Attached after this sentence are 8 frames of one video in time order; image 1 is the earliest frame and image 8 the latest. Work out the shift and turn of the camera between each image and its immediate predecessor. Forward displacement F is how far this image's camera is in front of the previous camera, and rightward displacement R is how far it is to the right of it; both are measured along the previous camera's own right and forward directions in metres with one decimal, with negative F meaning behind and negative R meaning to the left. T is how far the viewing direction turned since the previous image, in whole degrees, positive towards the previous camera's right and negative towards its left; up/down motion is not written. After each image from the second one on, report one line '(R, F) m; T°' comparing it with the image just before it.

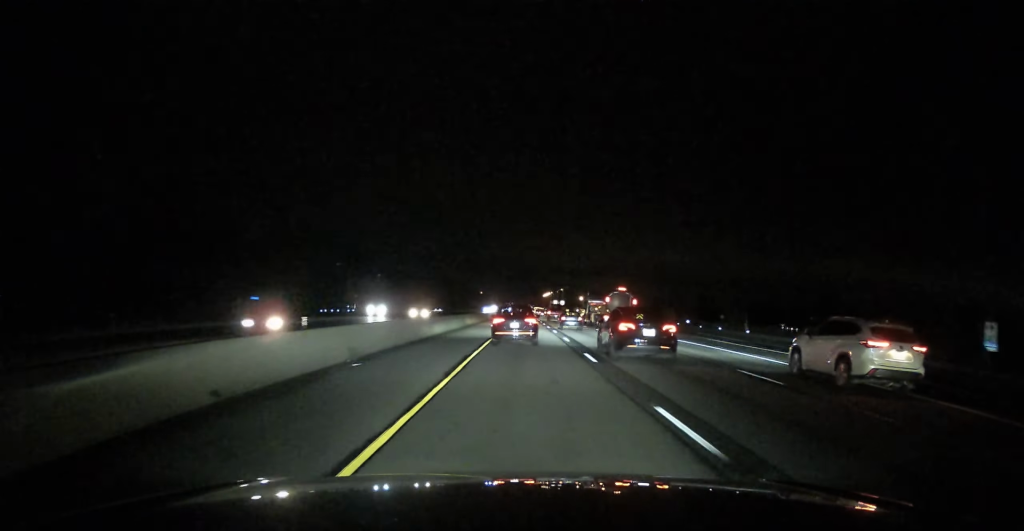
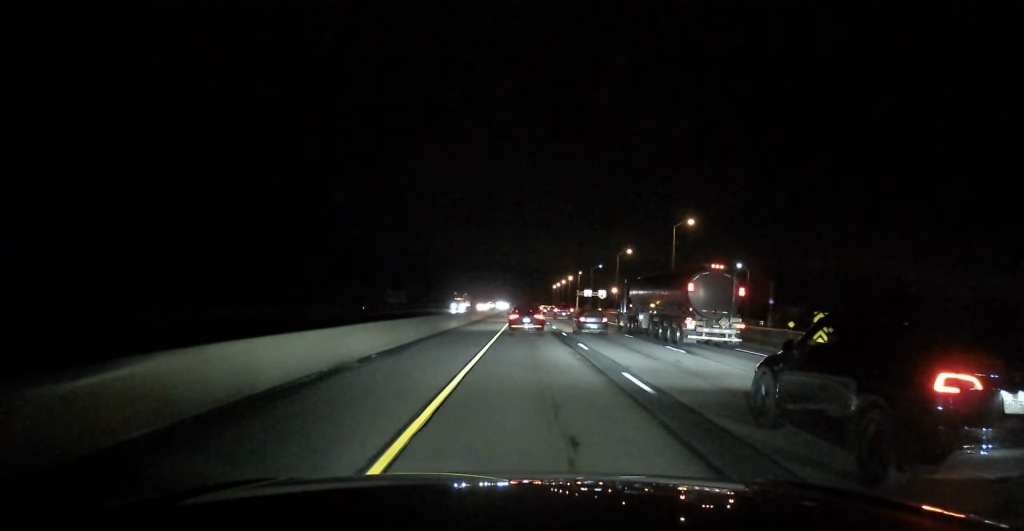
(+1.0, +242.6) m; 0°
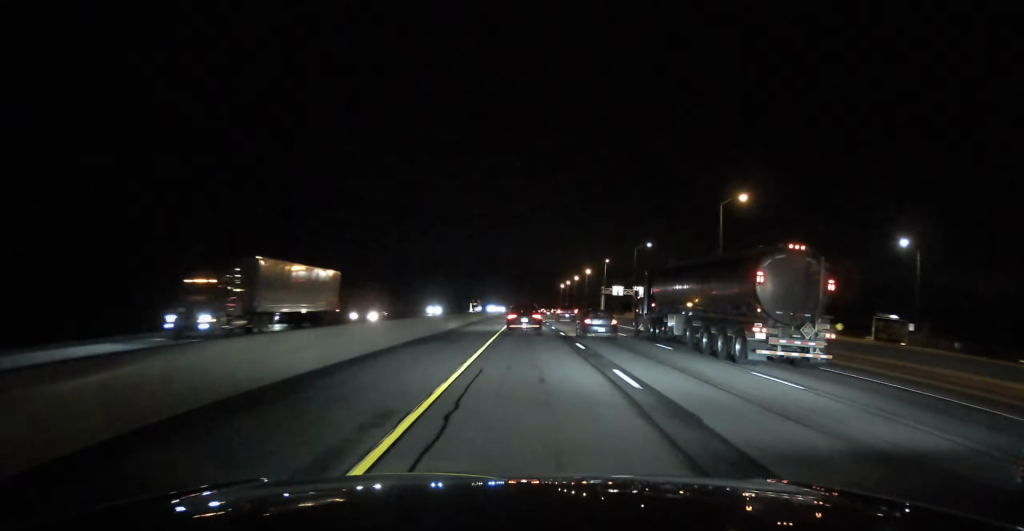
(-0.1, +68.9) m; 0°
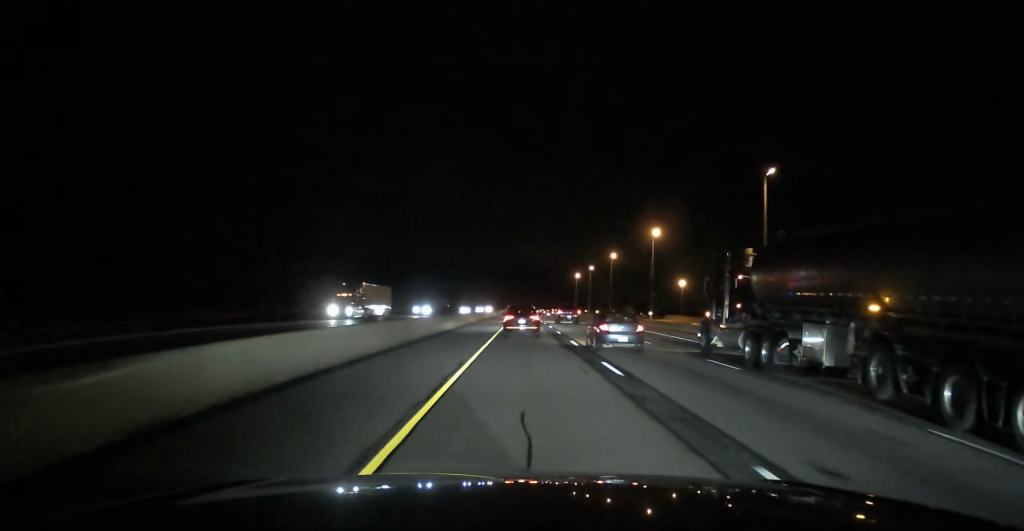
(-0.1, +102.1) m; 0°
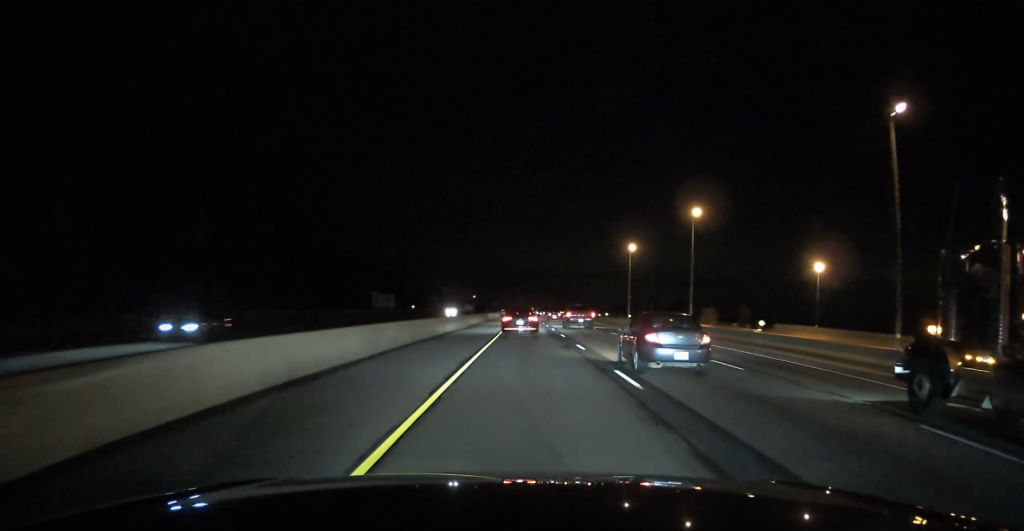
(0.0, +107.7) m; 0°
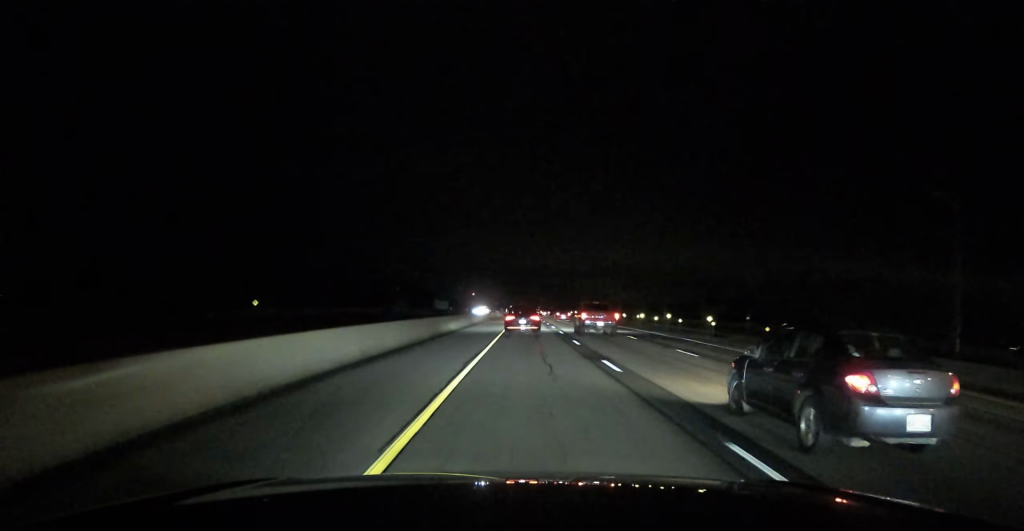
(0.0, +127.1) m; 0°
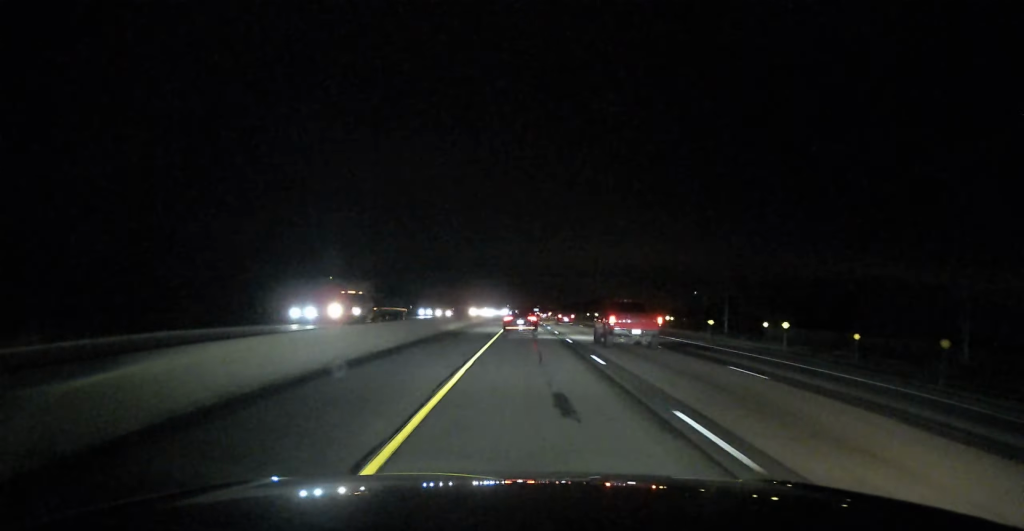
(0.0, +105.0) m; 0°
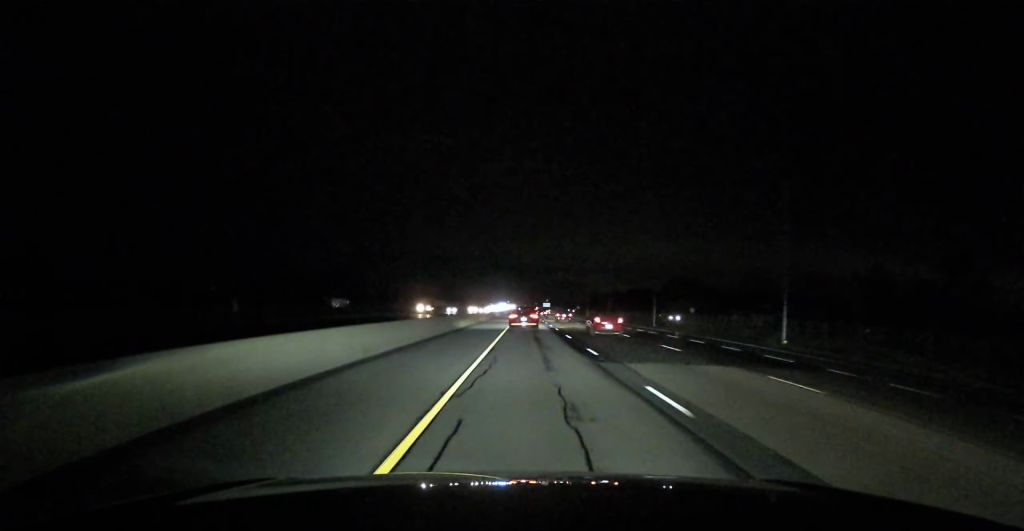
(-0.3, +343.6) m; 0°
